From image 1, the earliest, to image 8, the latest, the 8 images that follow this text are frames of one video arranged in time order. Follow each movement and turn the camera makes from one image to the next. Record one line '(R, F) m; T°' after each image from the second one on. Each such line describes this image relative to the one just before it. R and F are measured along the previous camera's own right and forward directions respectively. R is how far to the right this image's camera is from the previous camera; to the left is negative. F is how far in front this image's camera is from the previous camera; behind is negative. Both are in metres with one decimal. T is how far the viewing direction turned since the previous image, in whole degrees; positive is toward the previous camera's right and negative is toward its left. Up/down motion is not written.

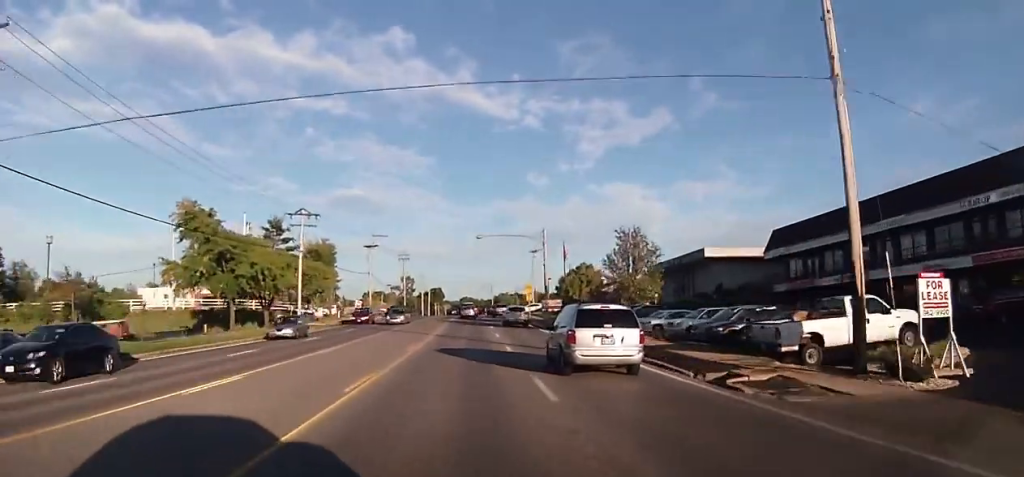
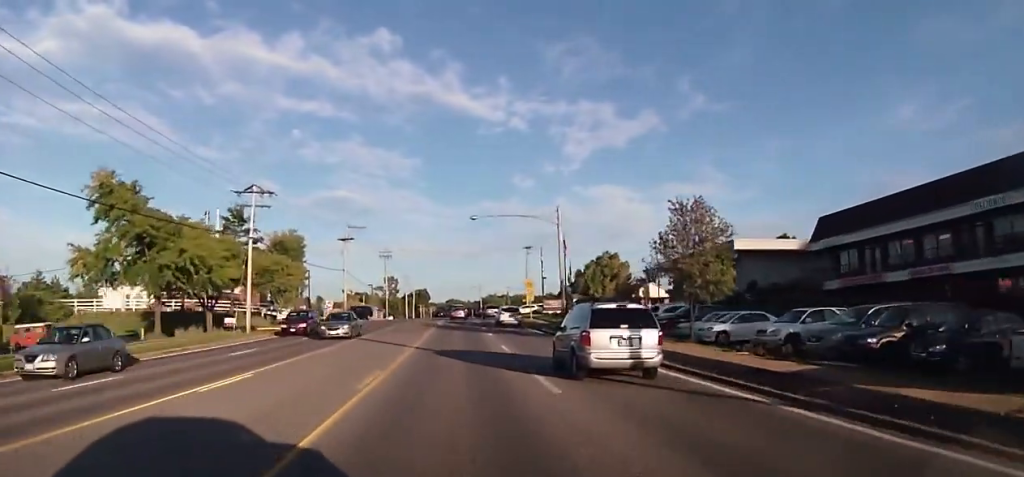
(+0.2, +11.6) m; 0°
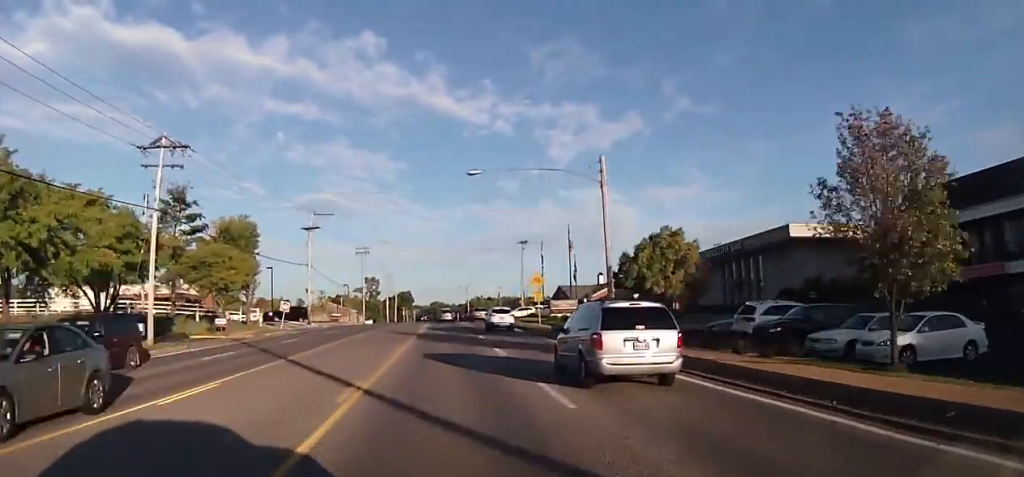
(+0.1, +14.1) m; 0°
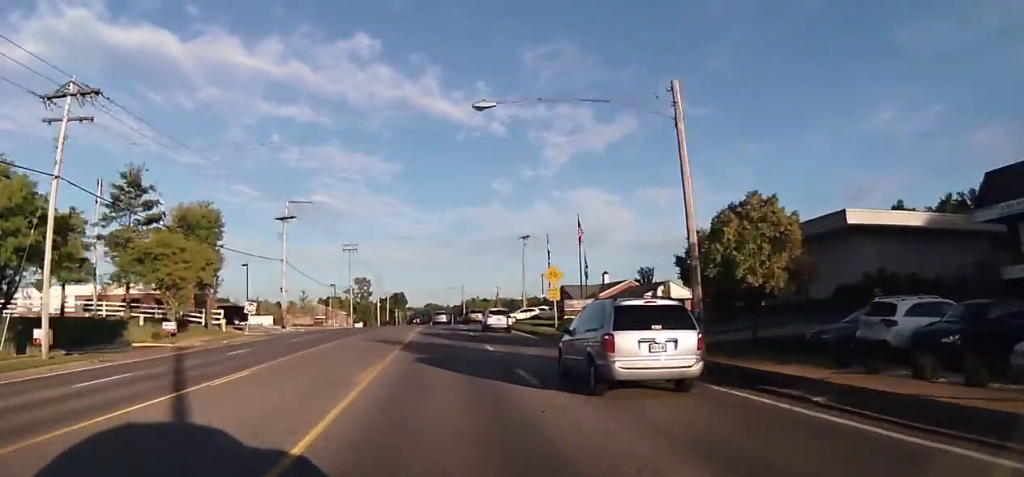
(-0.4, +9.1) m; +1°
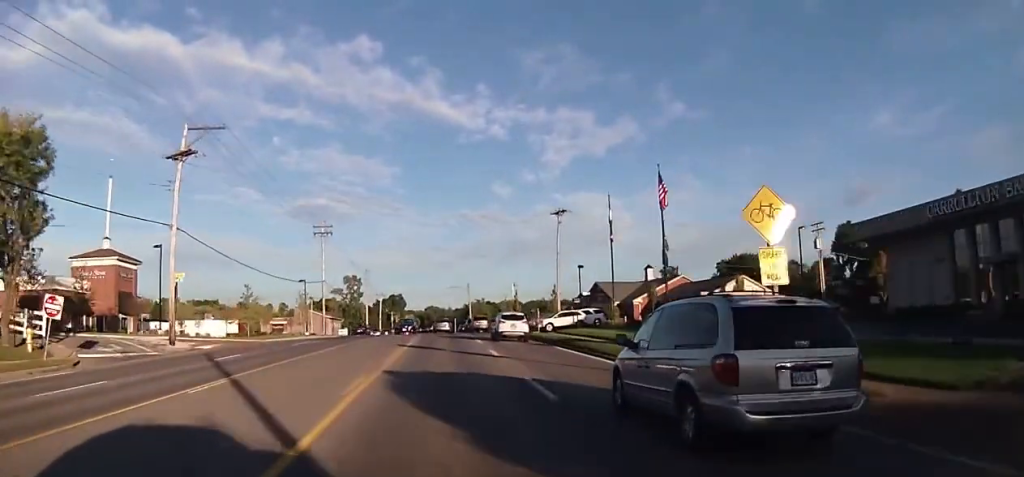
(+1.0, +26.4) m; +1°
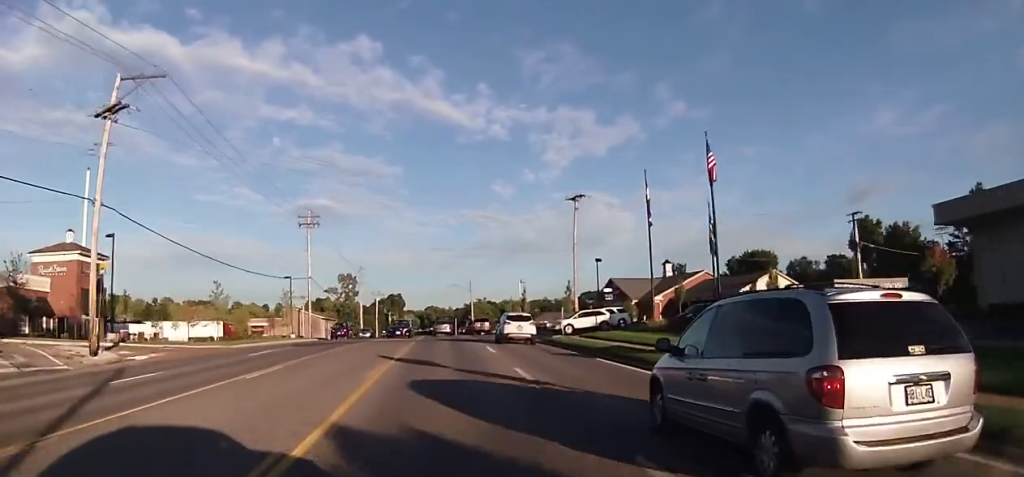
(-0.2, +8.7) m; -1°
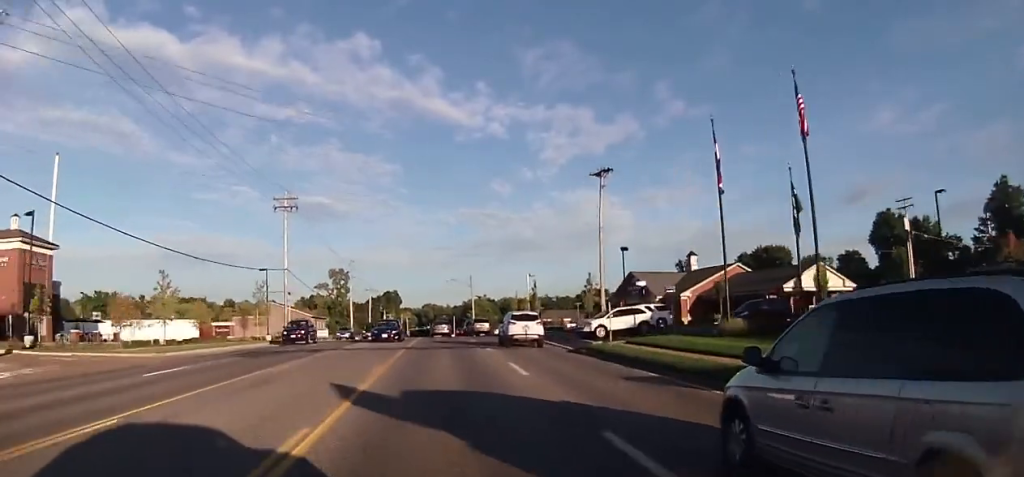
(0.0, +10.4) m; 0°
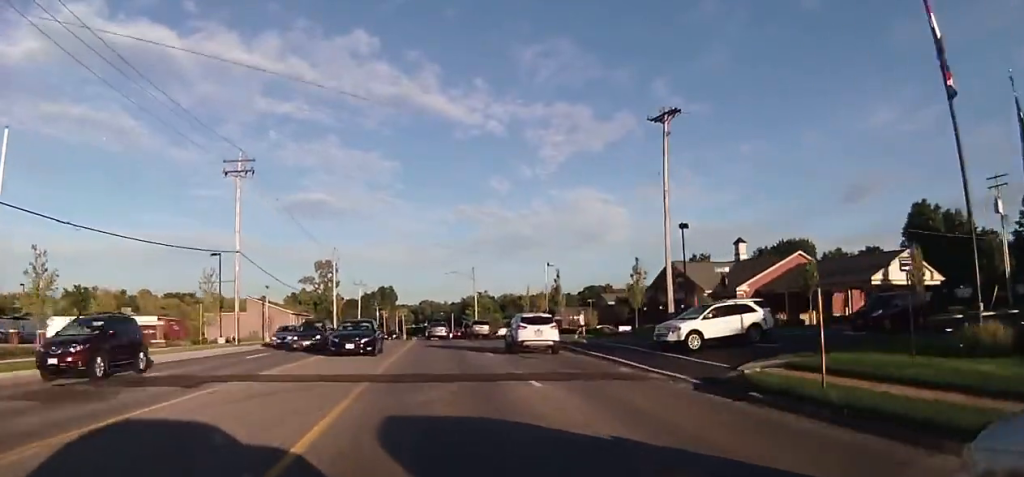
(0.0, +14.9) m; 0°
